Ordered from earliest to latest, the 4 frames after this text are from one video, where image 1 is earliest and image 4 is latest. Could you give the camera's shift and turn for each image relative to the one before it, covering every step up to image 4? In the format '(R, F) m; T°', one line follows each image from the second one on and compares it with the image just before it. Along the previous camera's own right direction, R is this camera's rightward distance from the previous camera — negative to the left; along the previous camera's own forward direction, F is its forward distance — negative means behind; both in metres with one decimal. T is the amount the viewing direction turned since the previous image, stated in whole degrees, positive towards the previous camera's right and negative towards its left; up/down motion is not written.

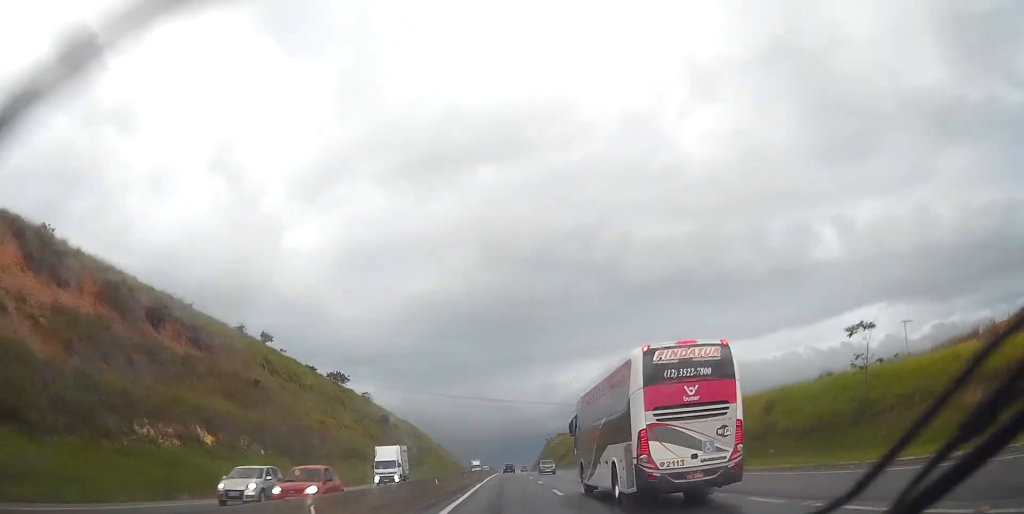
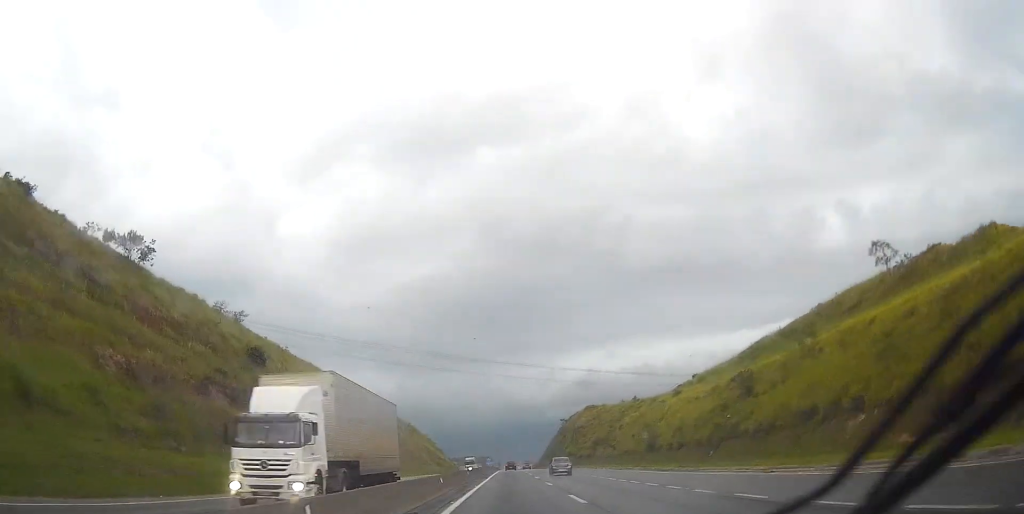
(-0.9, +101.7) m; -1°
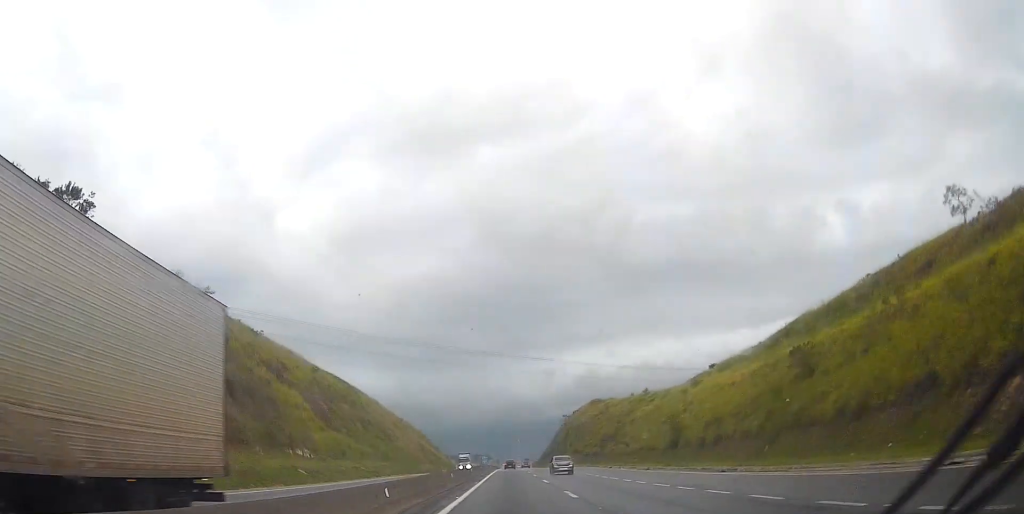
(0.0, +13.7) m; 0°
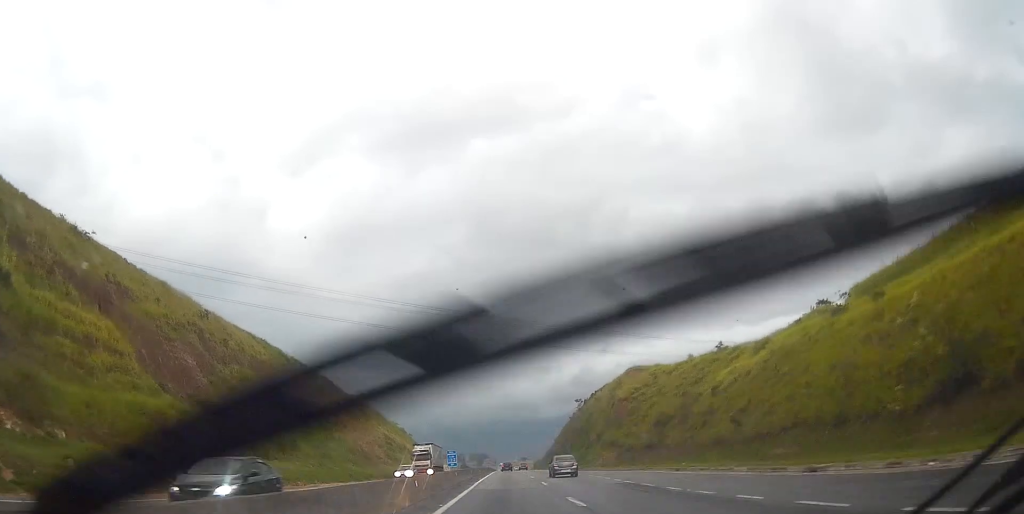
(-0.1, +52.4) m; 0°
